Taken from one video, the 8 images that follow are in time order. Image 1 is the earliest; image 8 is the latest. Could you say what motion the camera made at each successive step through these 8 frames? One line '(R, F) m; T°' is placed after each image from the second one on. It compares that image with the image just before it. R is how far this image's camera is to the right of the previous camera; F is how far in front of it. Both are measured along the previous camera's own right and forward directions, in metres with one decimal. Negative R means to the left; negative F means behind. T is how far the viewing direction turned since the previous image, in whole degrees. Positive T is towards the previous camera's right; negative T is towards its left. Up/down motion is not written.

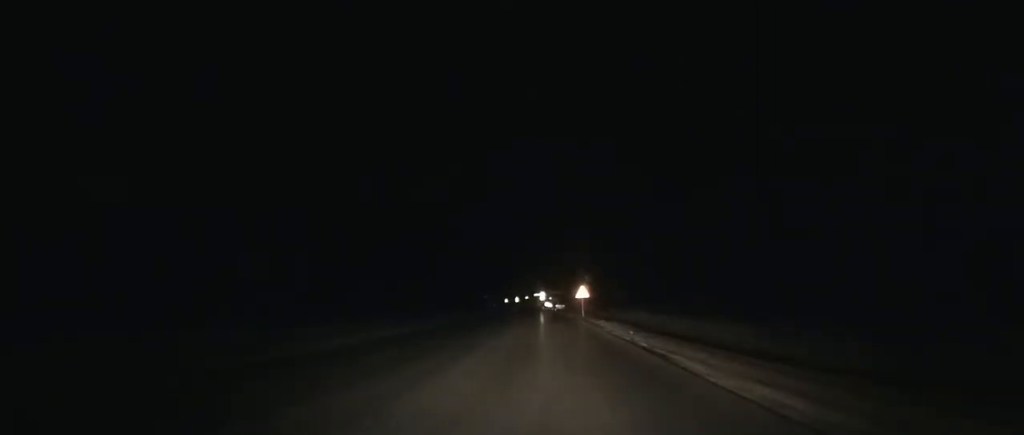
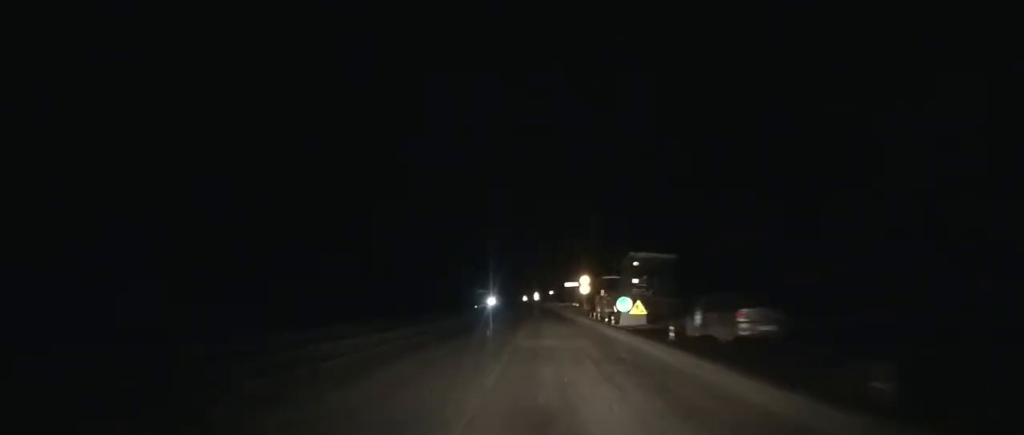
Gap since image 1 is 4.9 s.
(-2.4, +91.6) m; -3°
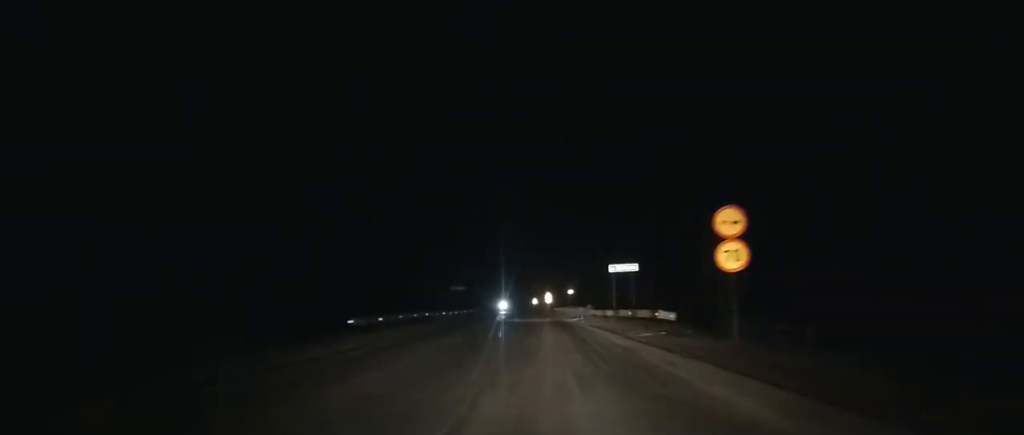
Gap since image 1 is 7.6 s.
(-0.6, +46.5) m; -1°
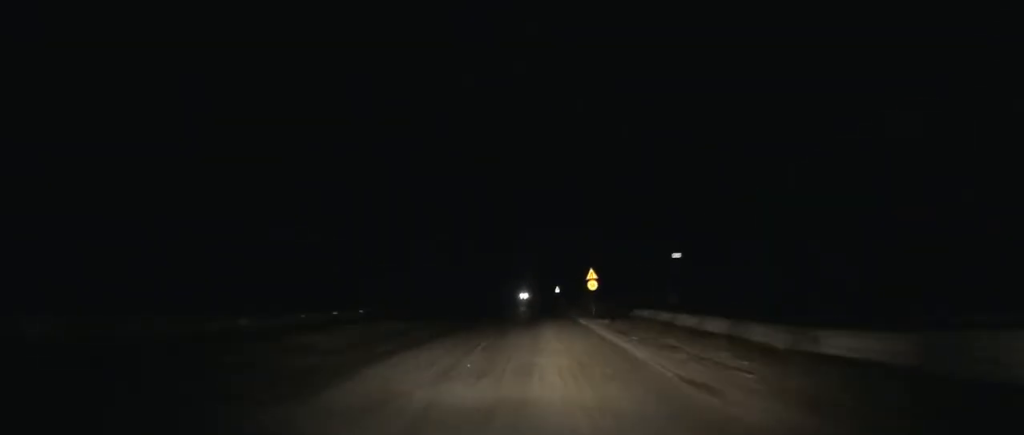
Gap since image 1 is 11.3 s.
(-0.8, +62.3) m; -1°
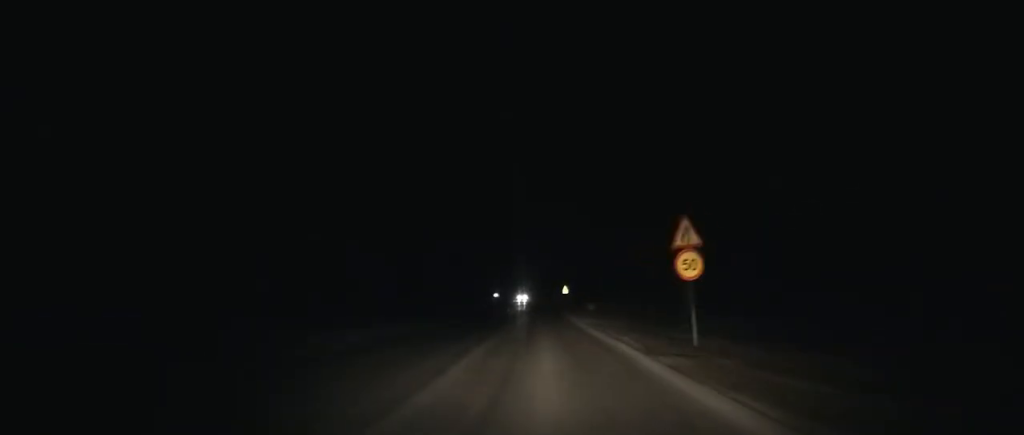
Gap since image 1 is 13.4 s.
(0.0, +36.5) m; 0°
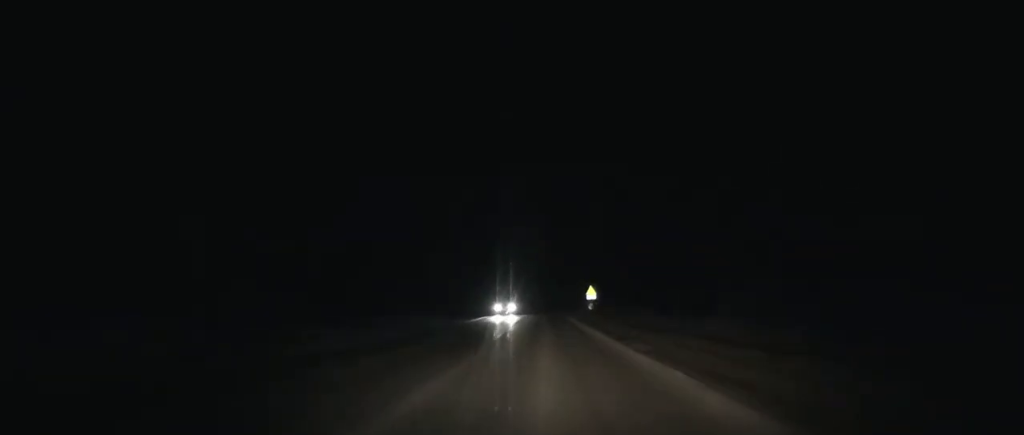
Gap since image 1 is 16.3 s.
(-0.4, +51.3) m; -1°
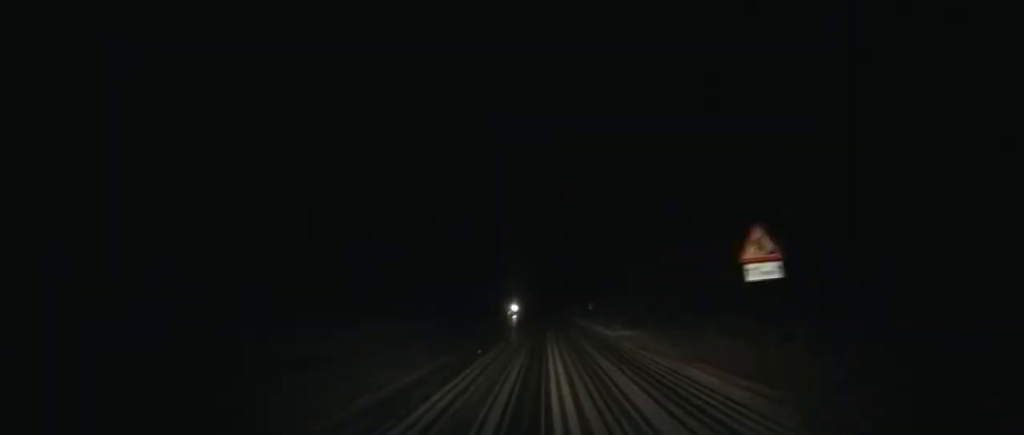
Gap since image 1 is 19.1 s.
(-0.2, +50.2) m; 0°
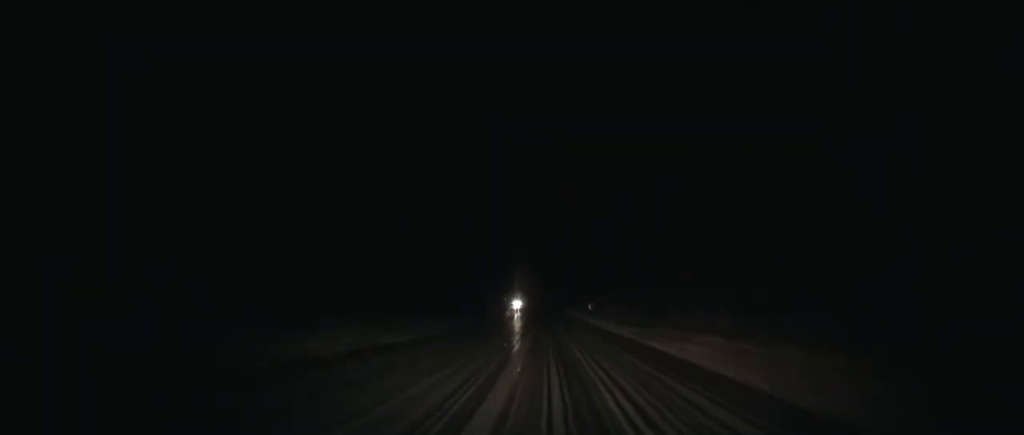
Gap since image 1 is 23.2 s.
(-0.4, +76.4) m; -1°
